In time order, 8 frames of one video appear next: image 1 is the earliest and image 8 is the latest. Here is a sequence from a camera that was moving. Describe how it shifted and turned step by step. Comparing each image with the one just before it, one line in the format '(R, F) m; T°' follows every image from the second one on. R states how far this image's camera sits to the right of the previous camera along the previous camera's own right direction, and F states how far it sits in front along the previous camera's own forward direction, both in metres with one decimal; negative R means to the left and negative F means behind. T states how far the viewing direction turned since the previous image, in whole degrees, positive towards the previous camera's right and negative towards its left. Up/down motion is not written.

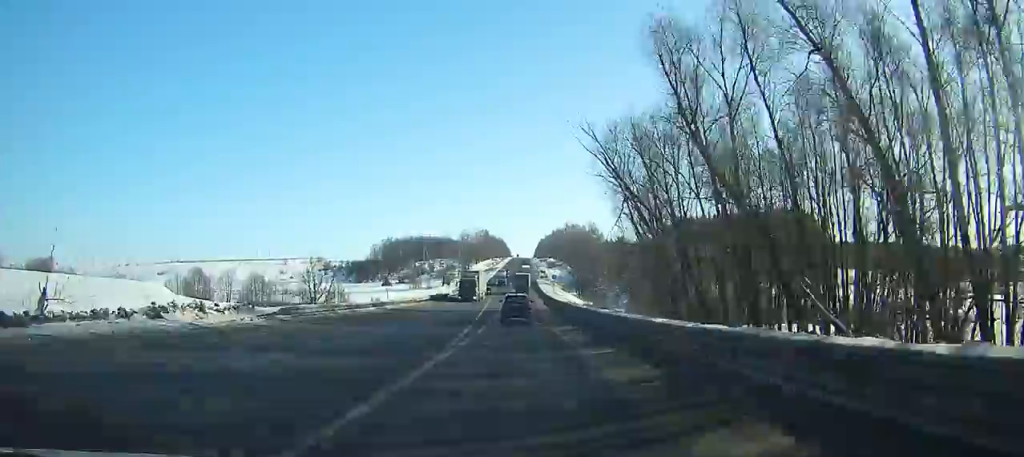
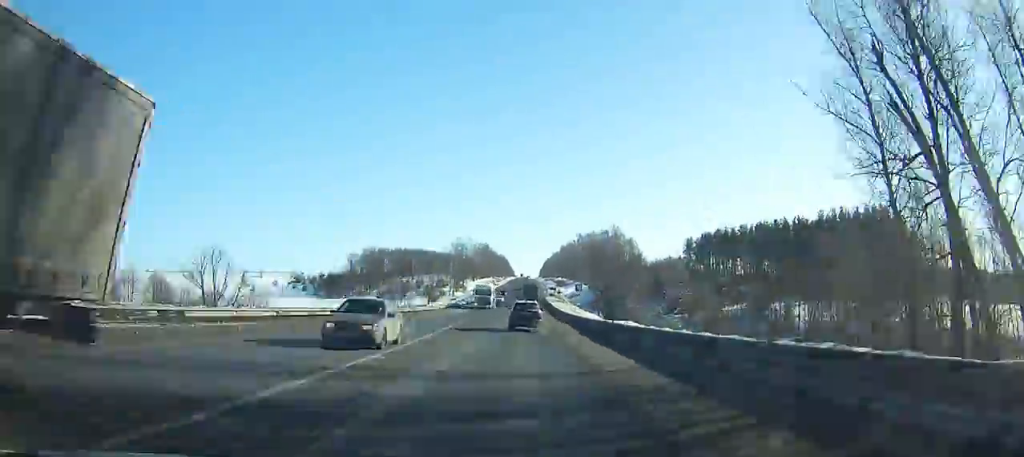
(-0.2, +42.0) m; 0°
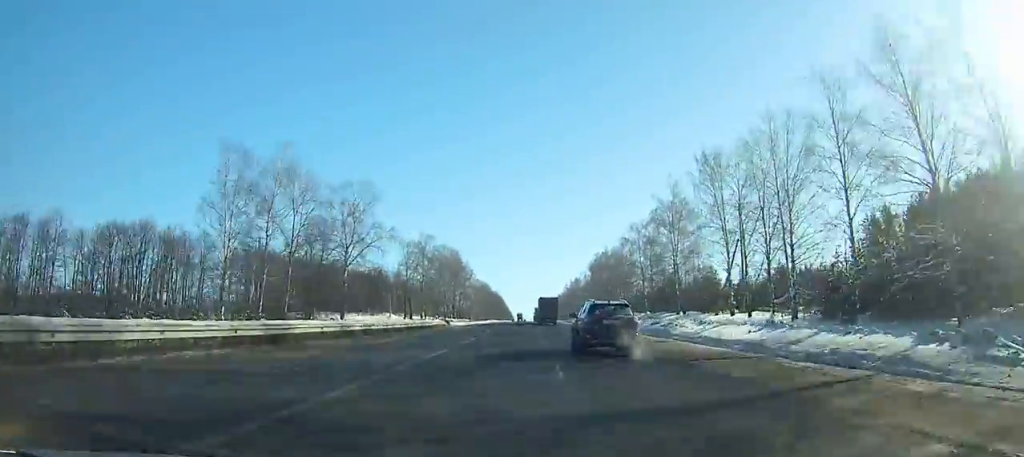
(-0.7, +163.9) m; 0°
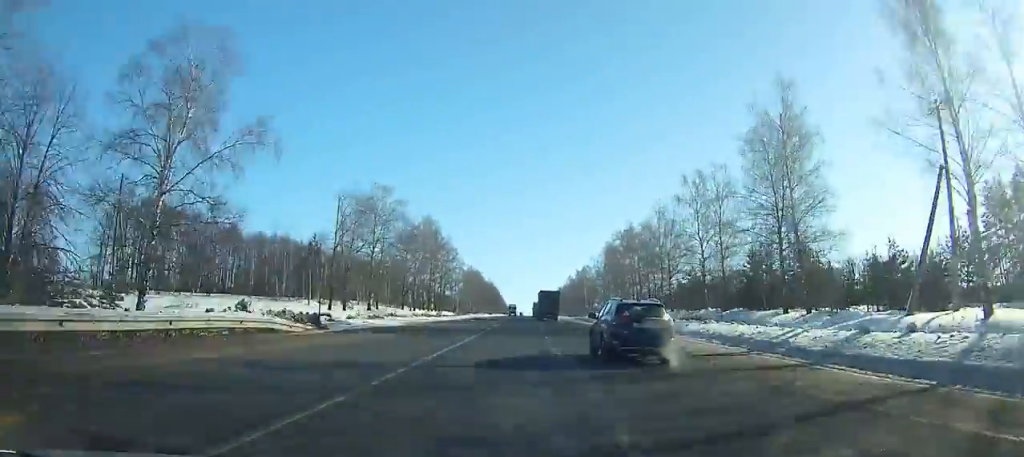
(+0.2, +43.4) m; 0°
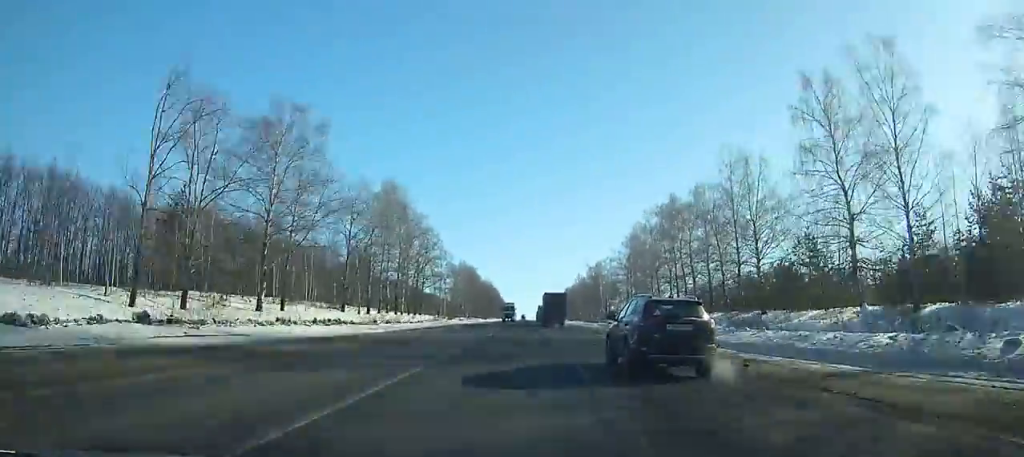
(+0.1, +40.8) m; 0°
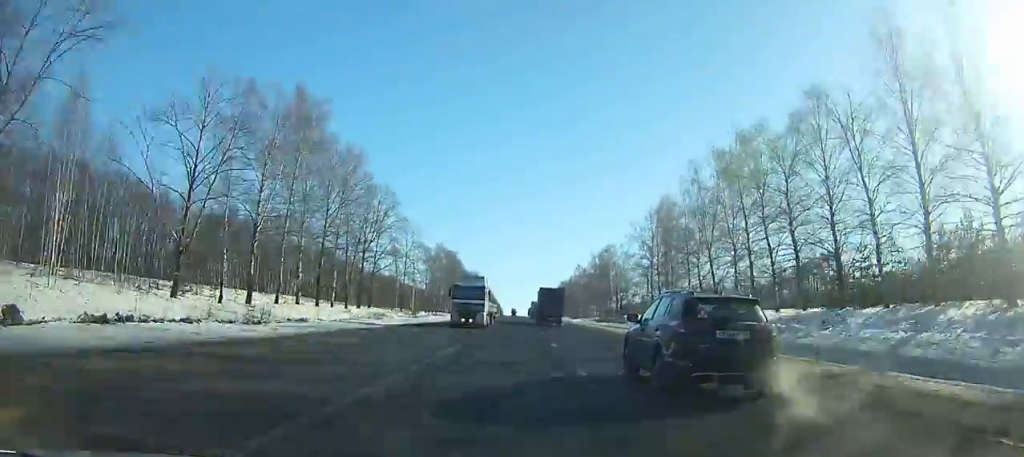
(+0.1, +38.2) m; 0°
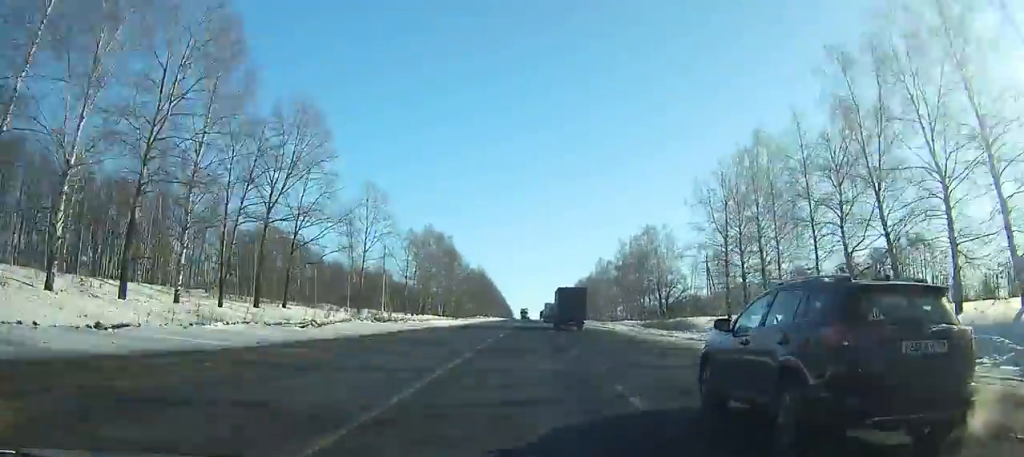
(0.0, +38.2) m; 0°
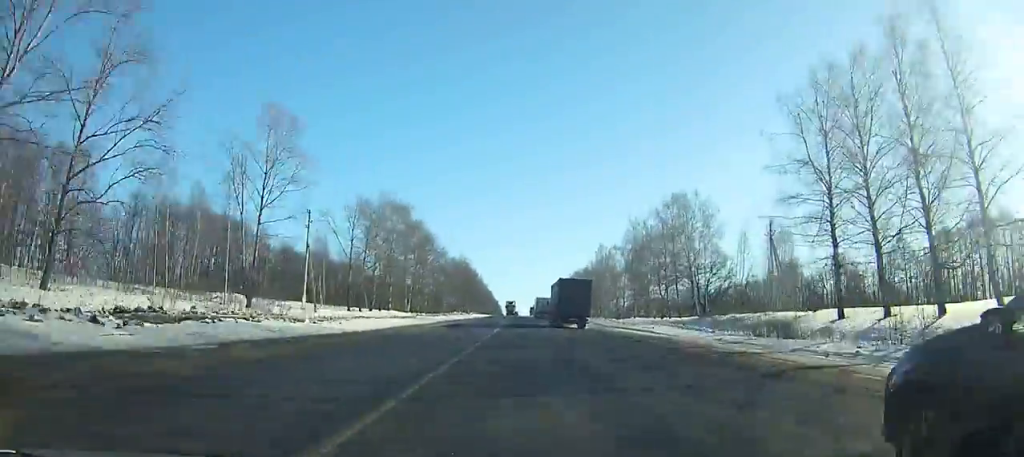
(0.0, +30.7) m; 0°
